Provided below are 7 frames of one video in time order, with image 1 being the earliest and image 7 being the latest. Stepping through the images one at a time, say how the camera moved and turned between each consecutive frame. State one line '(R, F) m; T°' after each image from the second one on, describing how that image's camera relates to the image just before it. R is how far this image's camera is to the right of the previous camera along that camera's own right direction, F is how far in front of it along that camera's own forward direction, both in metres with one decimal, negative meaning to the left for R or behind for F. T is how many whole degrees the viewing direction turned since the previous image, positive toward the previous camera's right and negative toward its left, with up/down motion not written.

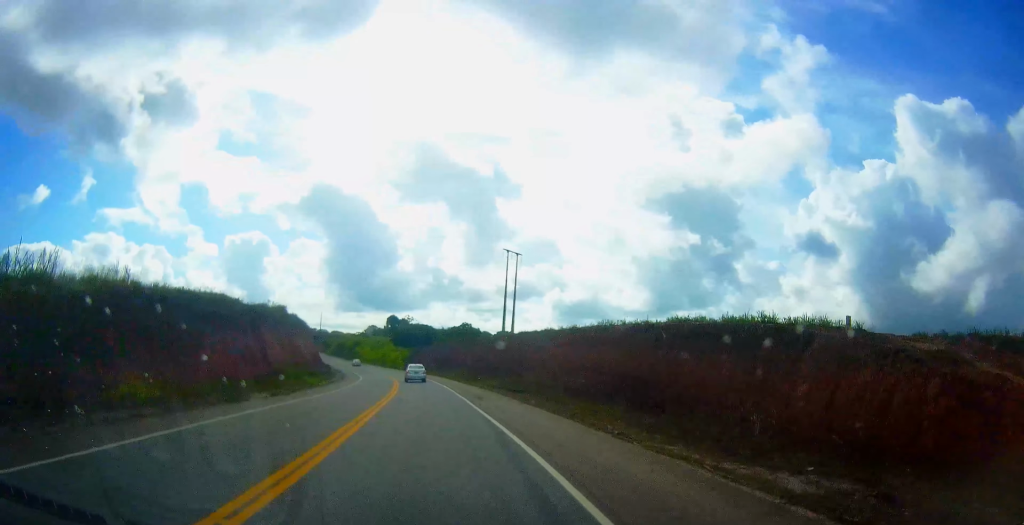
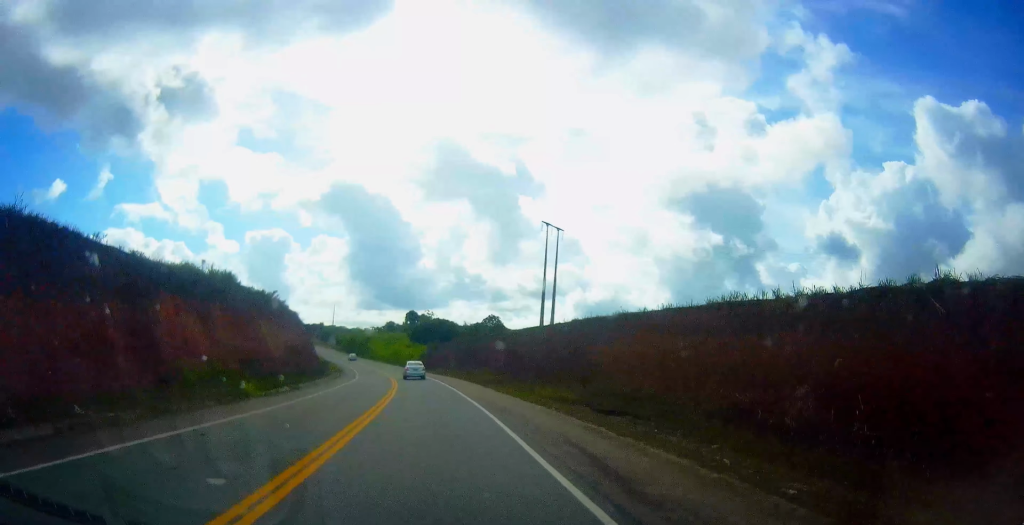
(-0.4, +19.0) m; -1°
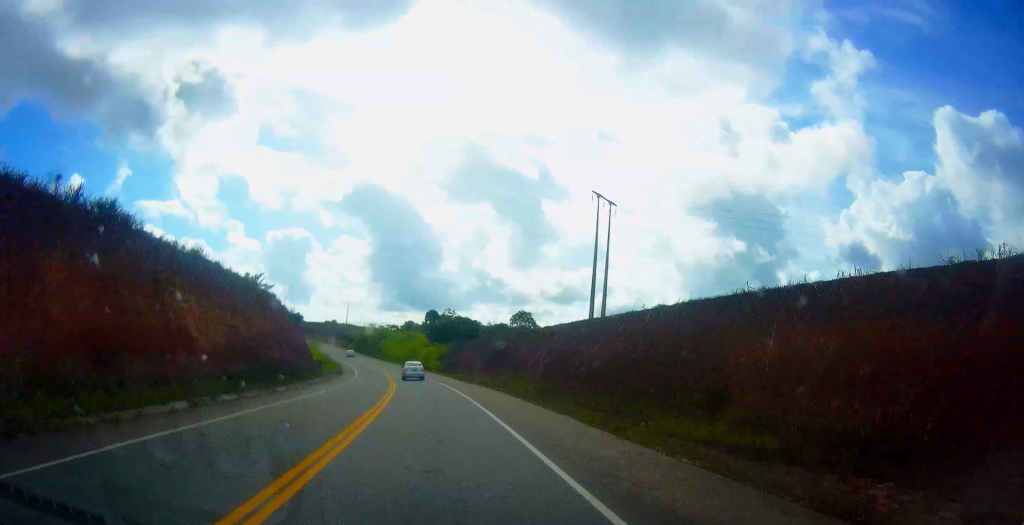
(-0.1, +16.7) m; -1°
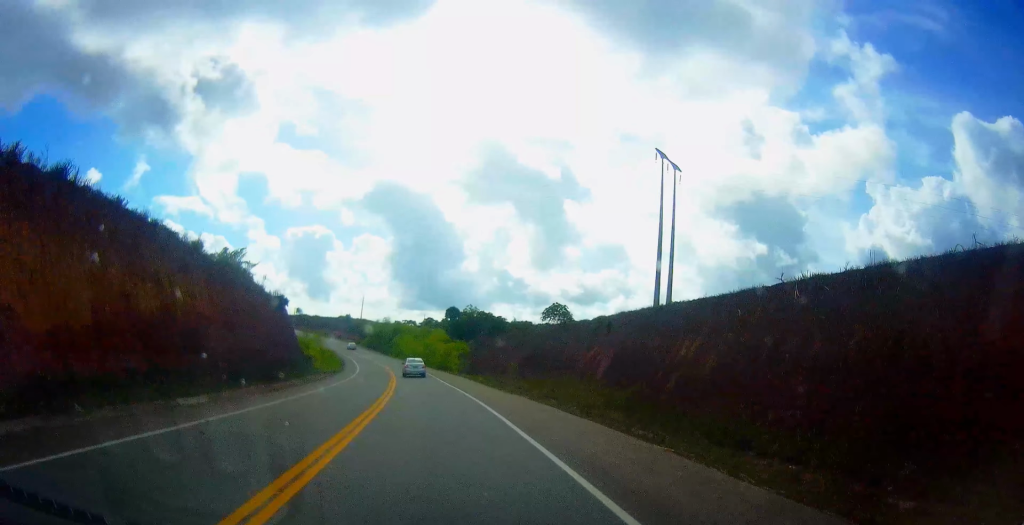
(+0.1, +14.4) m; -1°
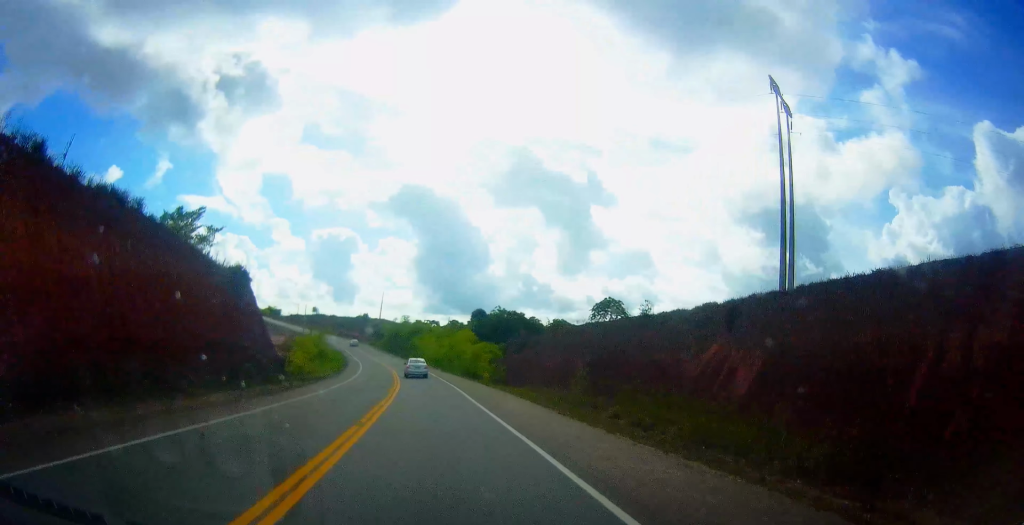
(-0.2, +16.8) m; -2°
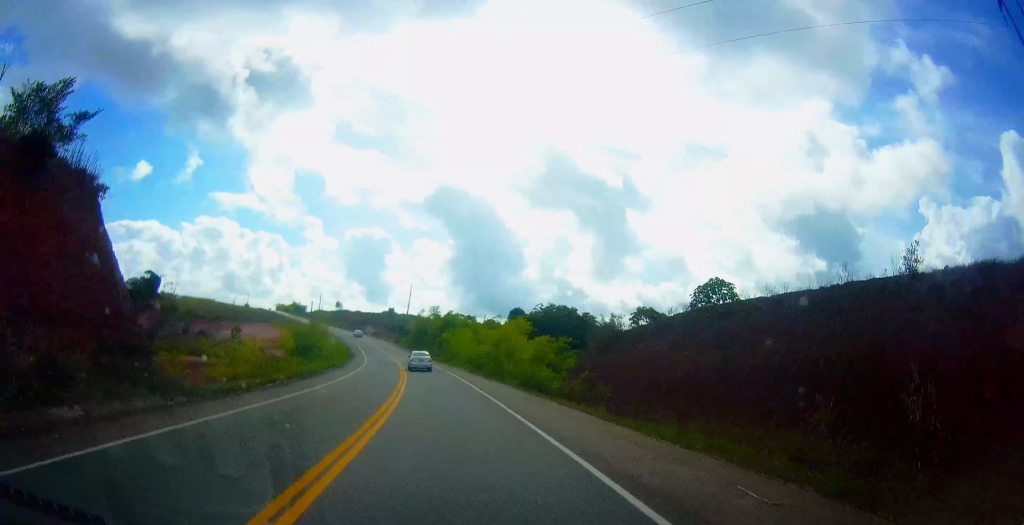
(-0.4, +22.8) m; -3°
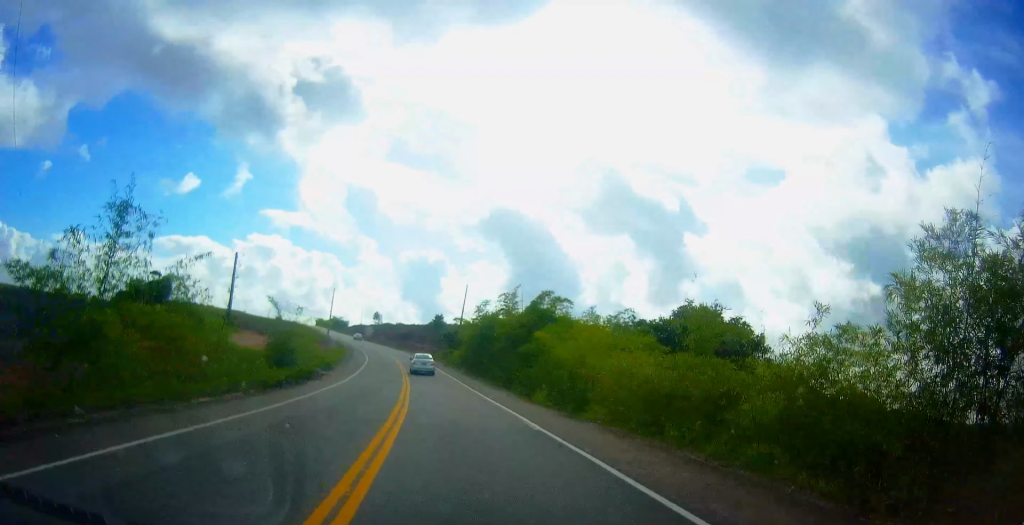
(-2.8, +46.0) m; -6°
